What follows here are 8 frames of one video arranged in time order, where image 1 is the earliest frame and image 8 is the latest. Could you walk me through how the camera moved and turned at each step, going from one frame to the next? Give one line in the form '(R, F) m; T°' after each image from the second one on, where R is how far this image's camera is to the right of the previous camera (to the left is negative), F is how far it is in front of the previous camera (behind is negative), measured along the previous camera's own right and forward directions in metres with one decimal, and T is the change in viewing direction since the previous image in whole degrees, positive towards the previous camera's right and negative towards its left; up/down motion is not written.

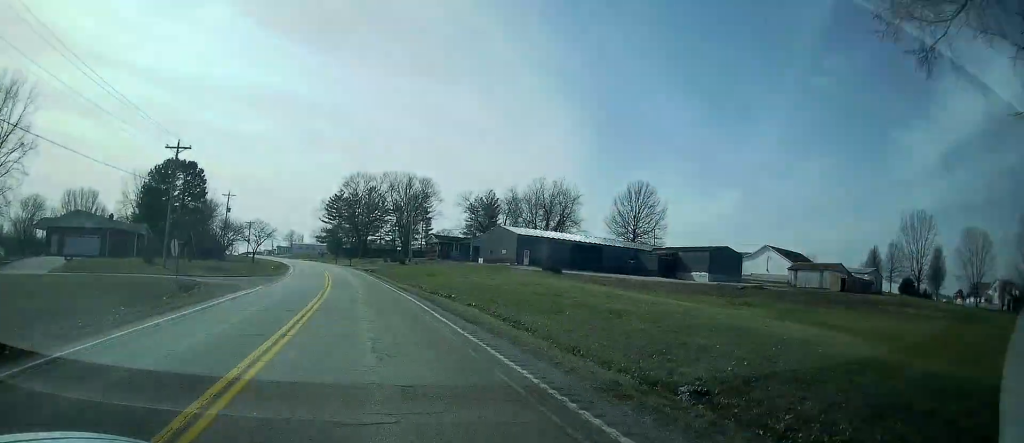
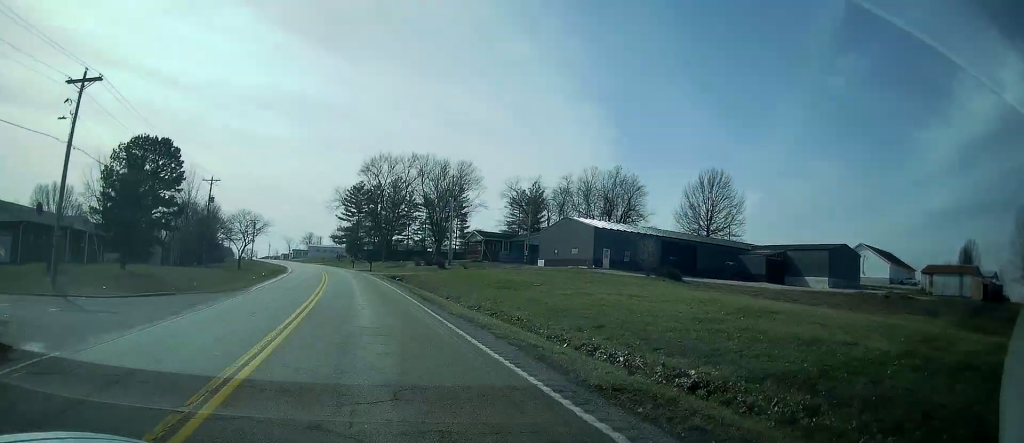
(+0.2, +22.9) m; -1°
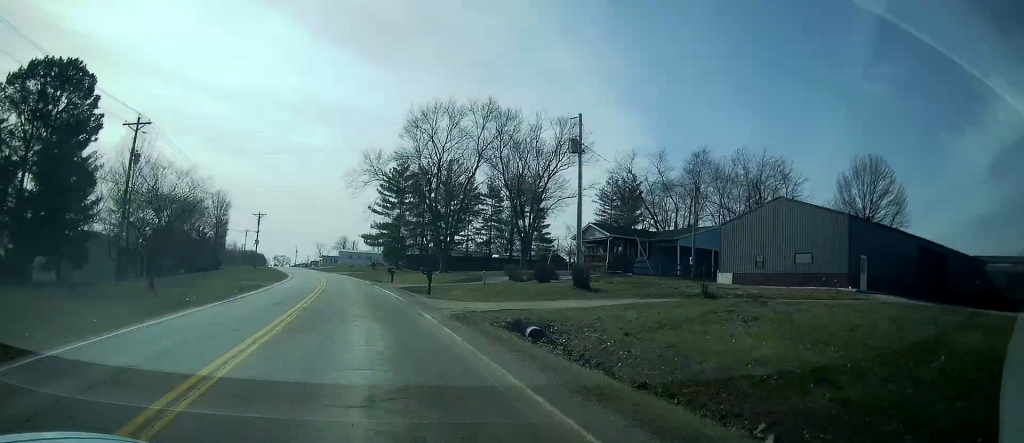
(-0.7, +36.2) m; -3°
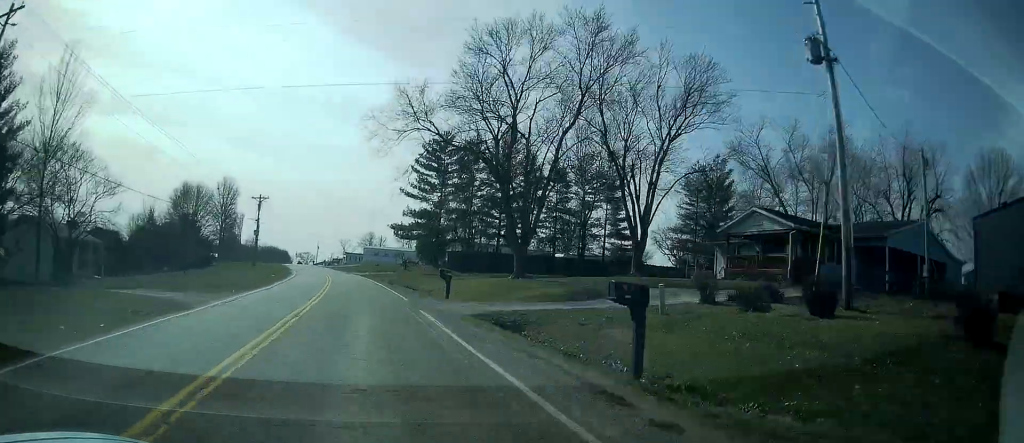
(-0.8, +22.6) m; -2°
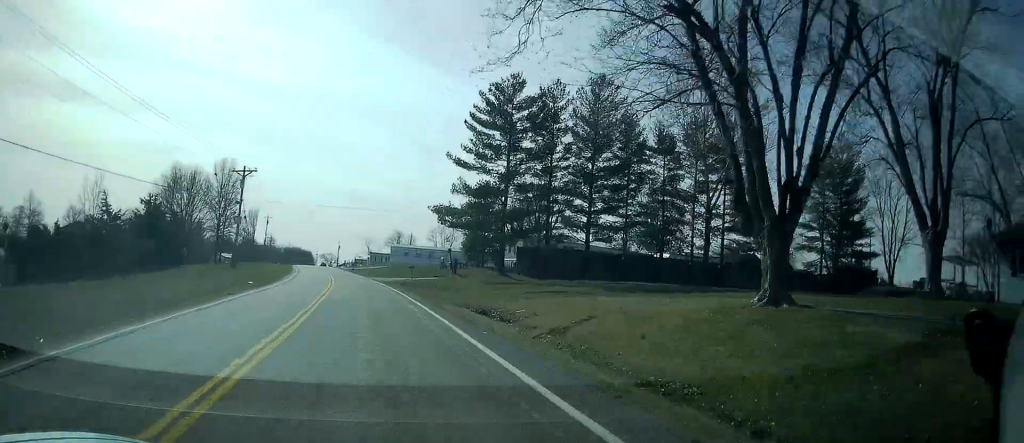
(-0.3, +24.8) m; -3°
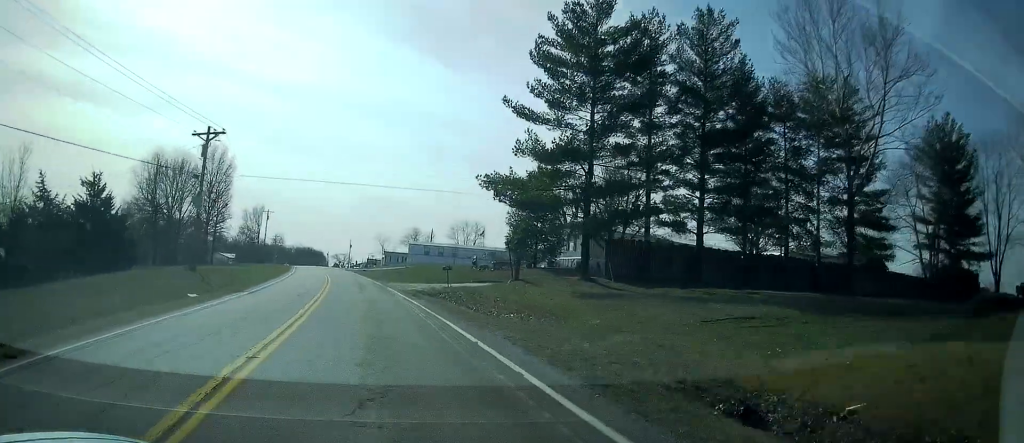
(-0.4, +17.1) m; -4°
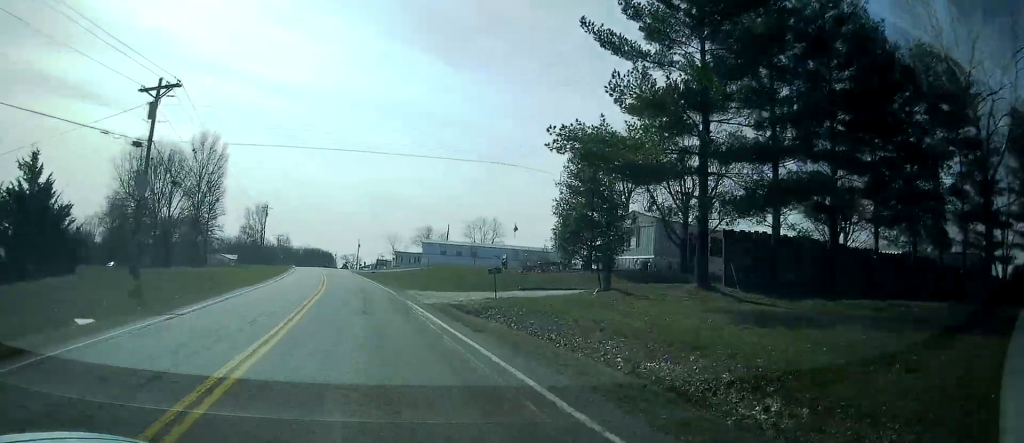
(-0.3, +11.7) m; -3°
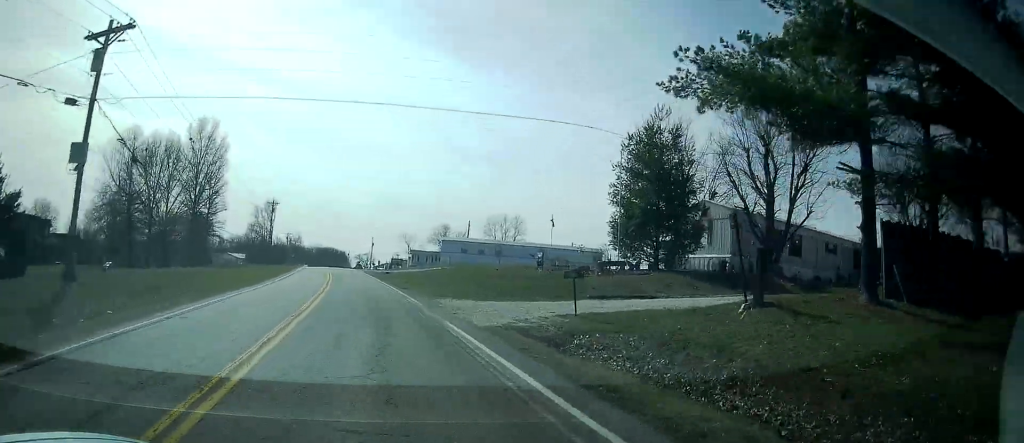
(-0.2, +7.7) m; -1°
